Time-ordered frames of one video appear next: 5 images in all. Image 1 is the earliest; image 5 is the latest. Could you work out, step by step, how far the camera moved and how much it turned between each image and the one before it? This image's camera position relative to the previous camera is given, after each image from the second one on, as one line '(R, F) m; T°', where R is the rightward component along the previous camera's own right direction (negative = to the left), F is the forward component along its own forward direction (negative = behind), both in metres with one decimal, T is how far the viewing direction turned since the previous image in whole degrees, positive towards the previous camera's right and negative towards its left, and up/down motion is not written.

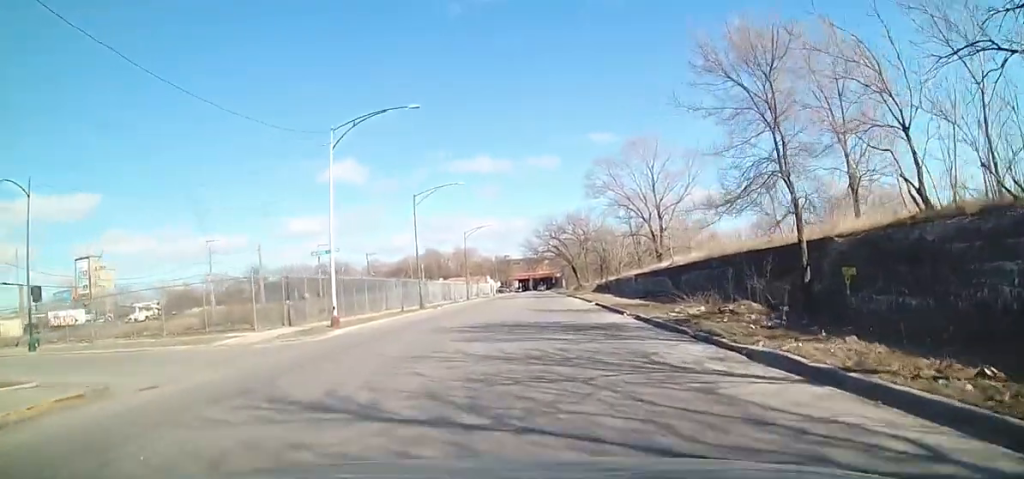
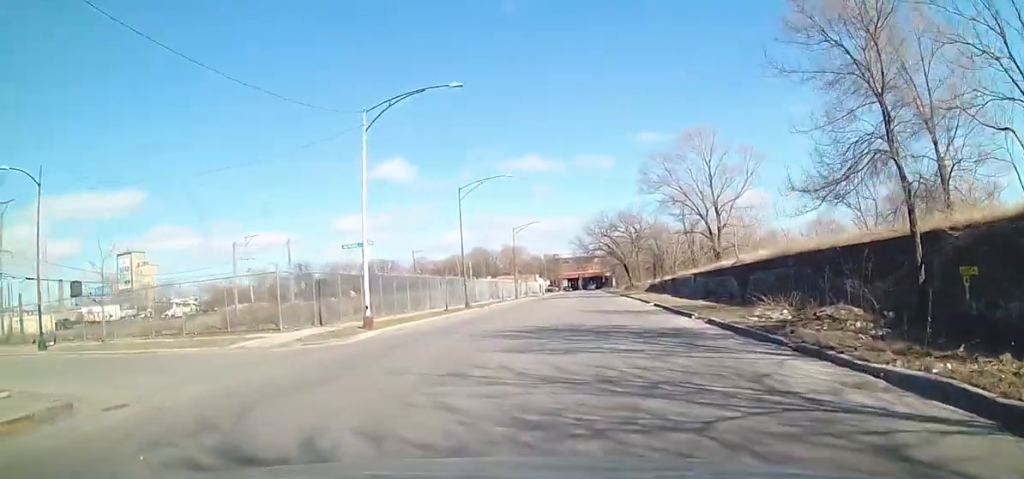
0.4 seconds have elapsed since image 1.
(+0.4, +3.6) m; -6°
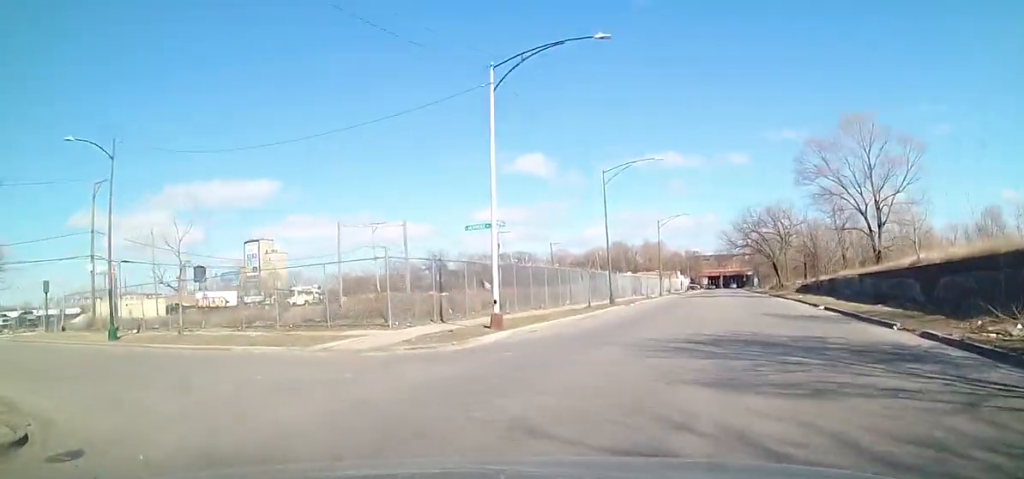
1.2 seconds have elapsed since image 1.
(-1.3, +5.6) m; -28°
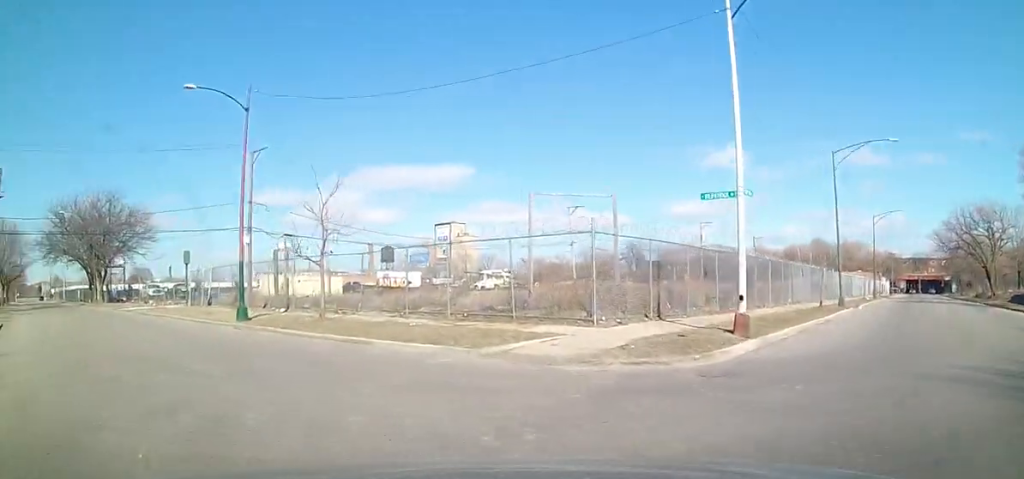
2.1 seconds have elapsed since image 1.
(-2.1, +5.7) m; -26°
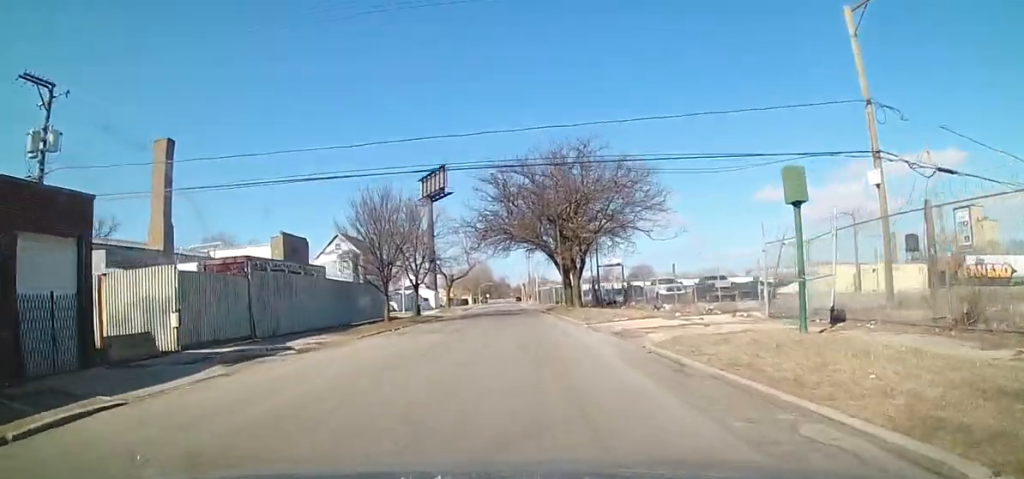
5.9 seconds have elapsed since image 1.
(-4.4, +26.1) m; -10°
